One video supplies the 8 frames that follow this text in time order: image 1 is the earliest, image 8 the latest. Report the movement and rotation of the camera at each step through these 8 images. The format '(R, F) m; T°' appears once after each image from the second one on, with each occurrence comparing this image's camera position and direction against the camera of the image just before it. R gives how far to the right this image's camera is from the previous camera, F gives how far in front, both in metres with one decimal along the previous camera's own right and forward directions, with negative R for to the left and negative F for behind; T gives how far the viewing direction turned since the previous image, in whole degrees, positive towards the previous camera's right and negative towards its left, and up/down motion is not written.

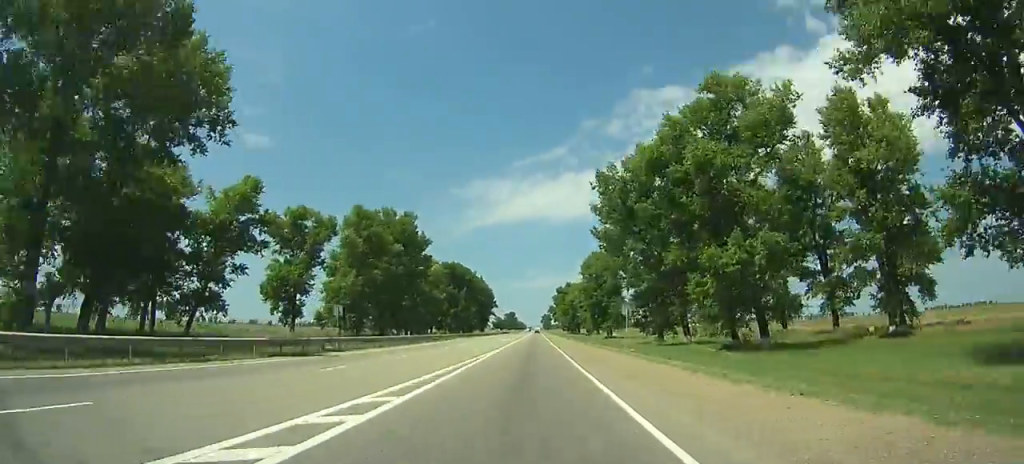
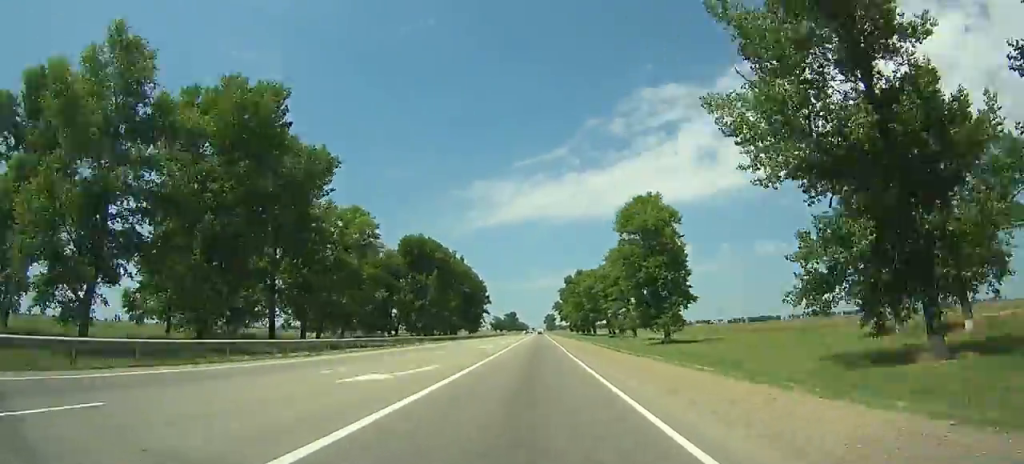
(-0.3, +59.7) m; 0°
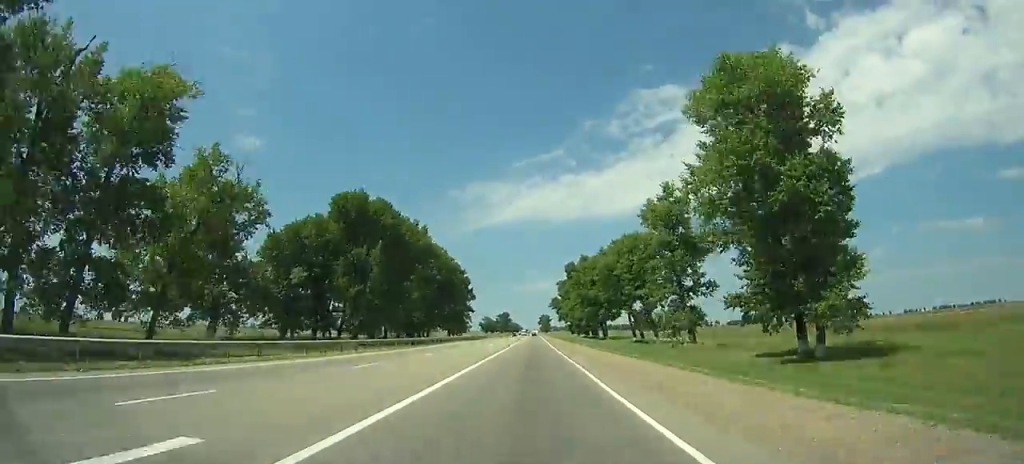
(0.0, +44.0) m; 0°
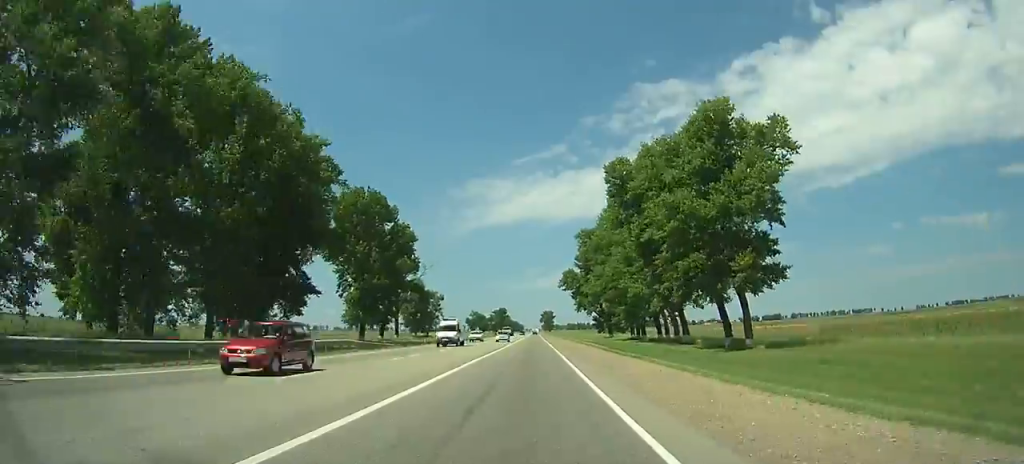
(+0.2, +103.4) m; 0°
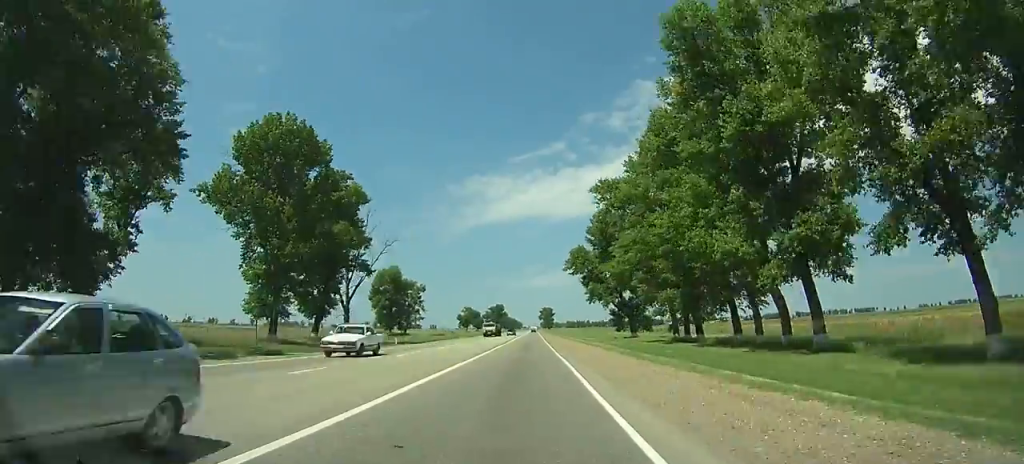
(0.0, +36.7) m; 0°
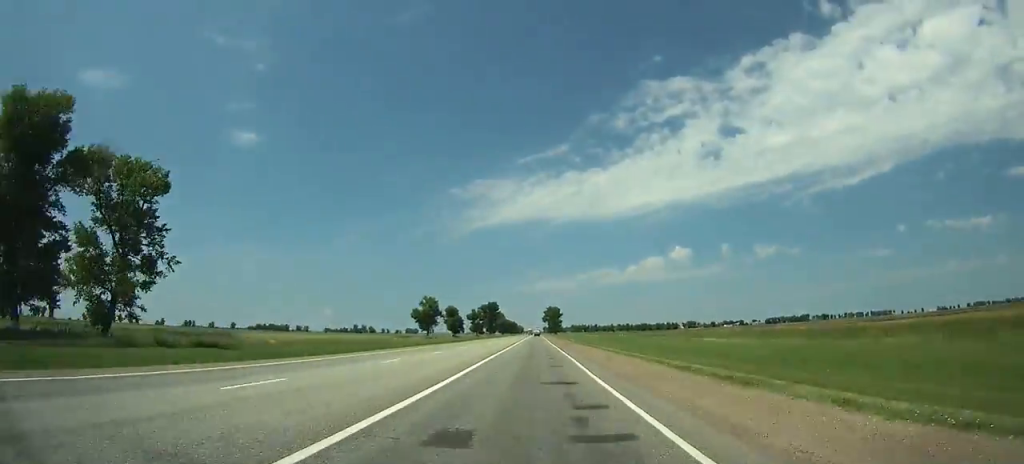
(-0.2, +140.2) m; 0°
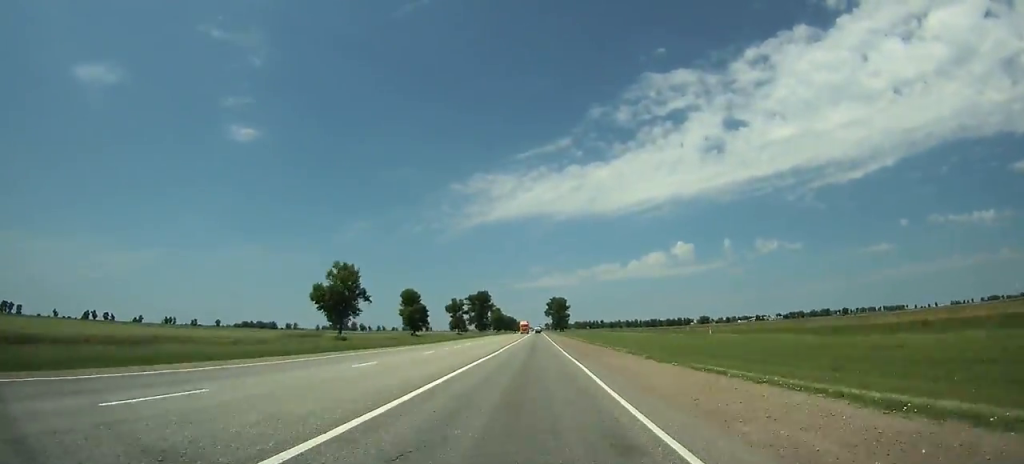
(+0.2, +97.4) m; 0°
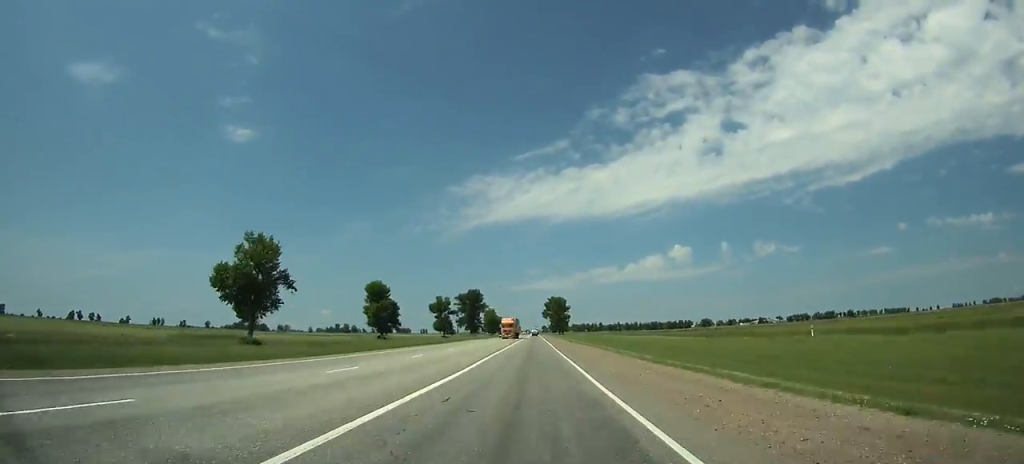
(0.0, +36.7) m; 0°
